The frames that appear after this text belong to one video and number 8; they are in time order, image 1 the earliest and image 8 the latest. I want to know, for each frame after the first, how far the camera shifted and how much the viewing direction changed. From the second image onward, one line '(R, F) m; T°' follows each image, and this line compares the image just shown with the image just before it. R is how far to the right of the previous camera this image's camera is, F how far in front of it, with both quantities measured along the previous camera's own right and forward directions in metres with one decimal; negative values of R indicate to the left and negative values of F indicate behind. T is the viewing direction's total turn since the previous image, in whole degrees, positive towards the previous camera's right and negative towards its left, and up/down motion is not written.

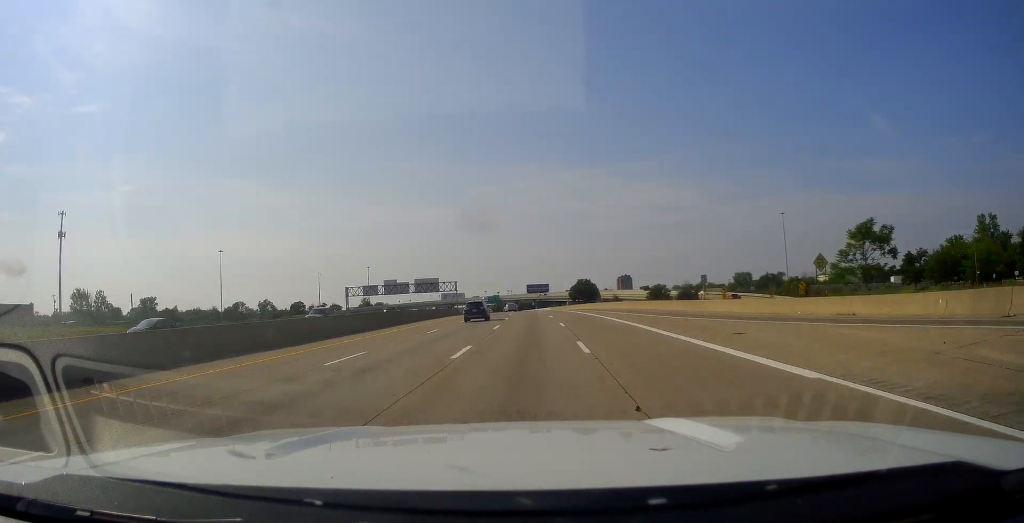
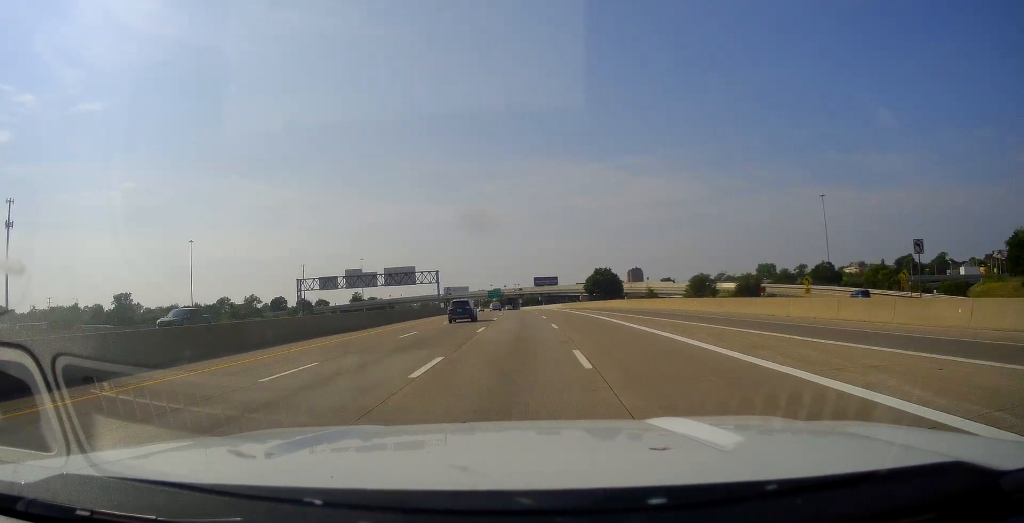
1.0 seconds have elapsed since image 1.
(+0.4, +34.3) m; 0°
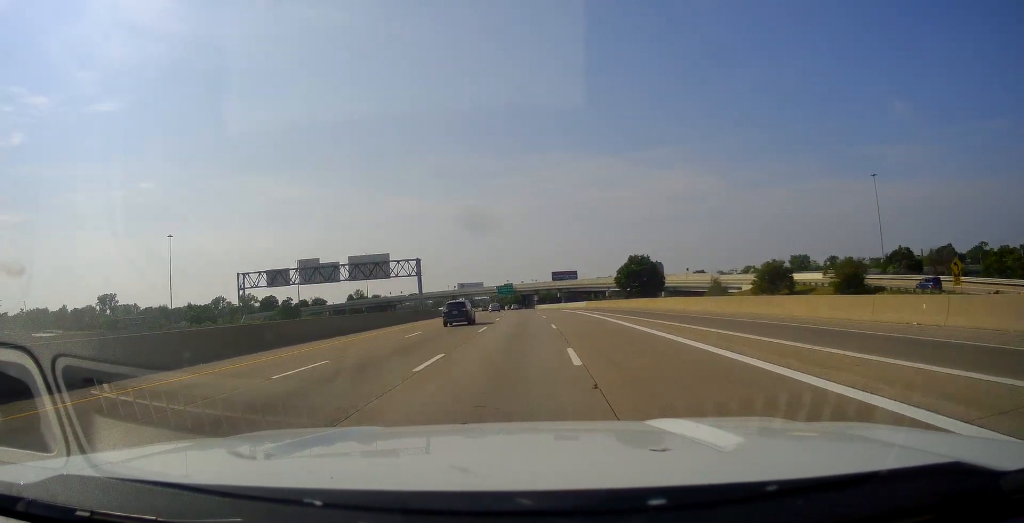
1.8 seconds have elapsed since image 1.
(-0.3, +29.6) m; -2°
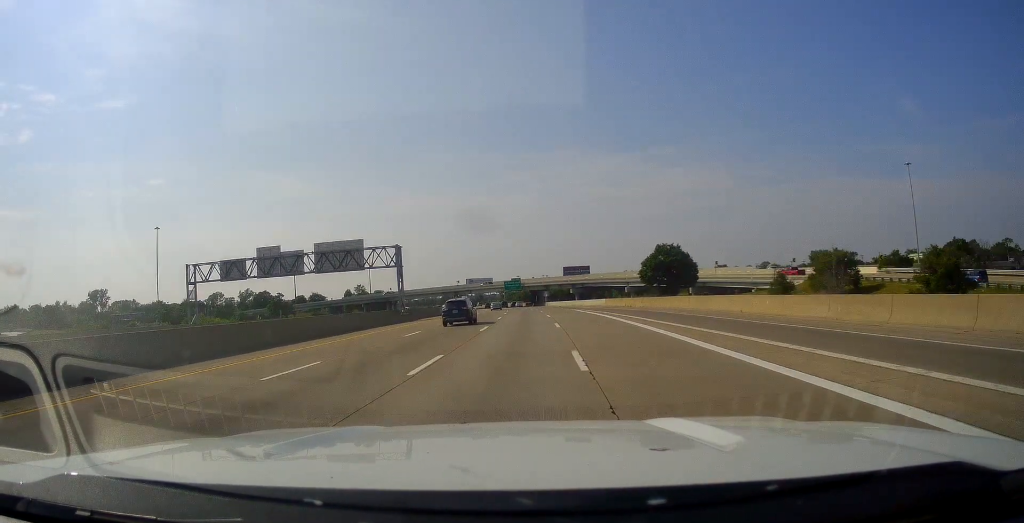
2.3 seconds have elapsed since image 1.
(-0.3, +16.5) m; -1°
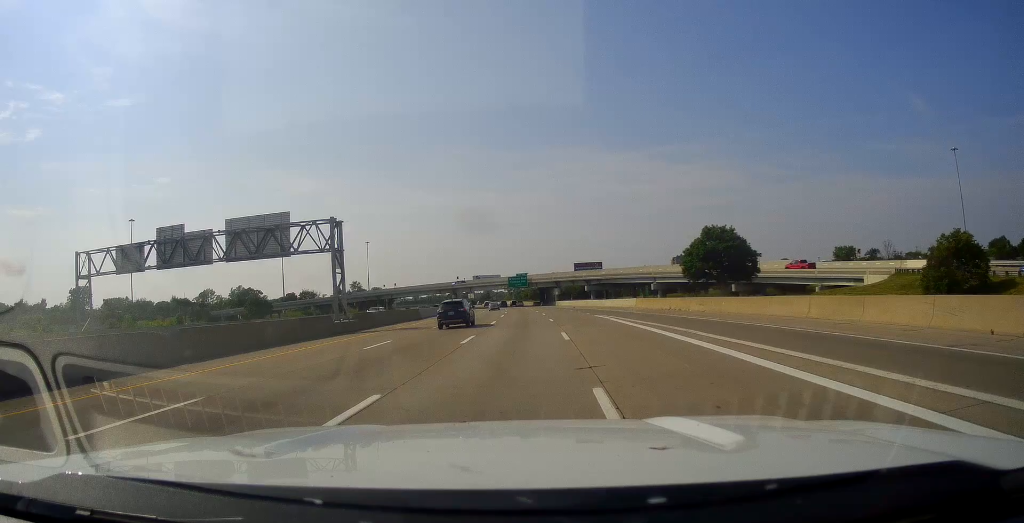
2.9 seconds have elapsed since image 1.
(-0.2, +22.4) m; -1°
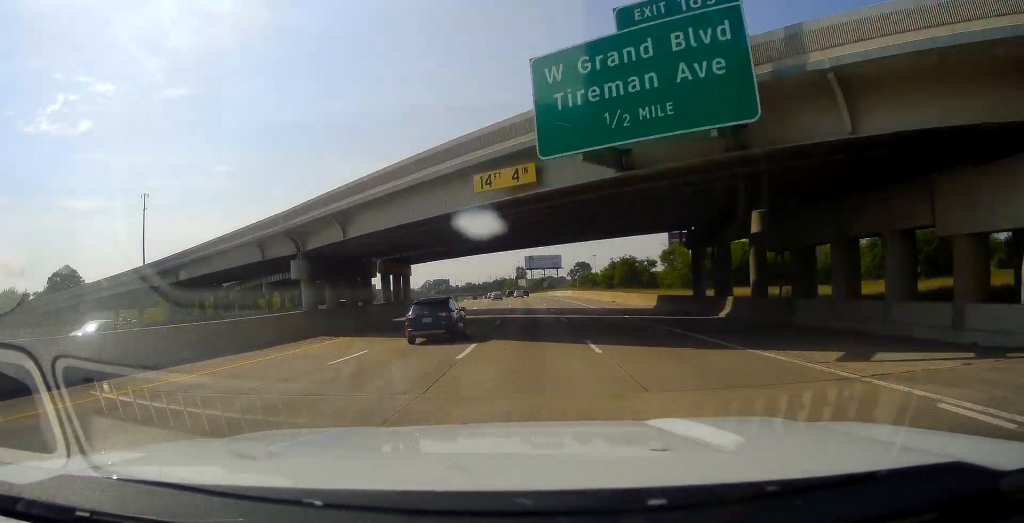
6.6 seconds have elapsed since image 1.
(-7.5, +128.2) m; -7°
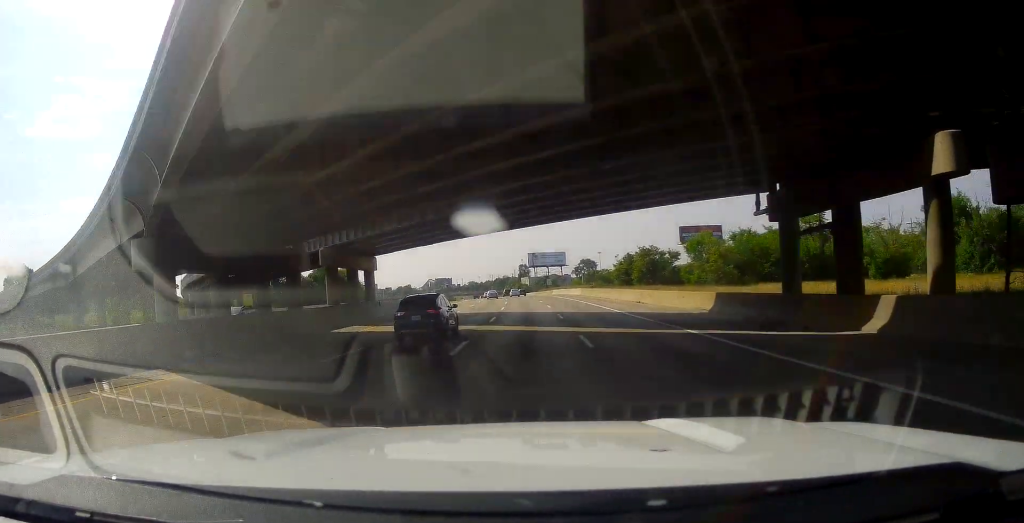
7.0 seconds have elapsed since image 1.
(0.0, +15.0) m; -1°
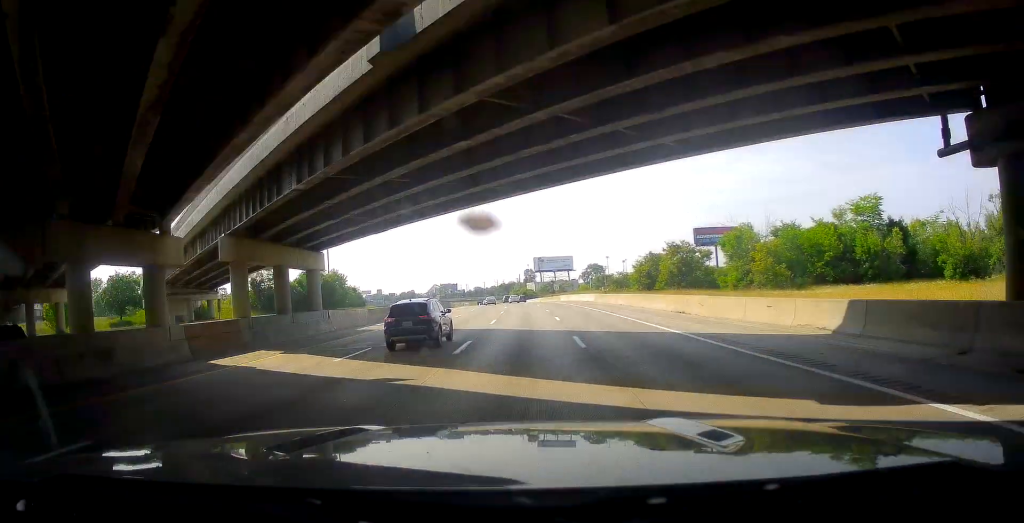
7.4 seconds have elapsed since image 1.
(-0.2, +13.8) m; 0°
